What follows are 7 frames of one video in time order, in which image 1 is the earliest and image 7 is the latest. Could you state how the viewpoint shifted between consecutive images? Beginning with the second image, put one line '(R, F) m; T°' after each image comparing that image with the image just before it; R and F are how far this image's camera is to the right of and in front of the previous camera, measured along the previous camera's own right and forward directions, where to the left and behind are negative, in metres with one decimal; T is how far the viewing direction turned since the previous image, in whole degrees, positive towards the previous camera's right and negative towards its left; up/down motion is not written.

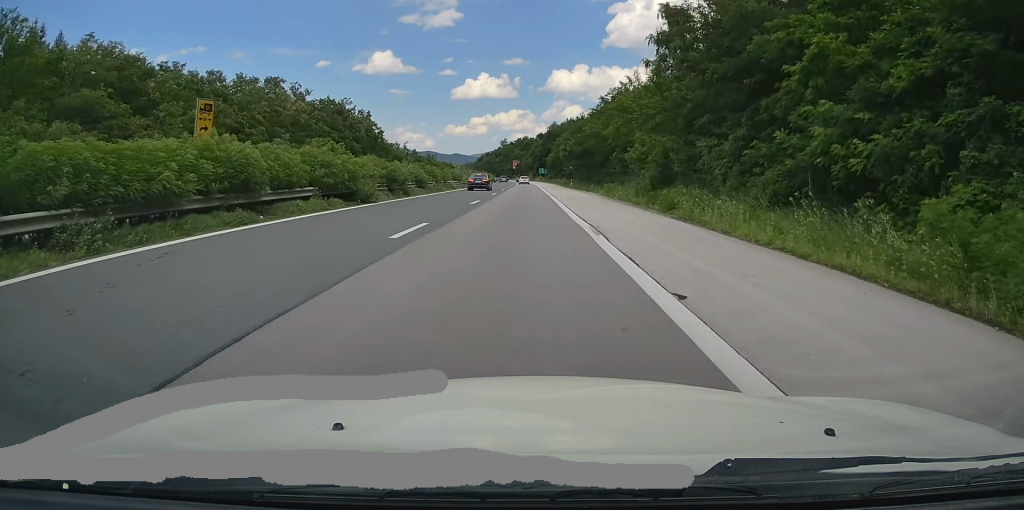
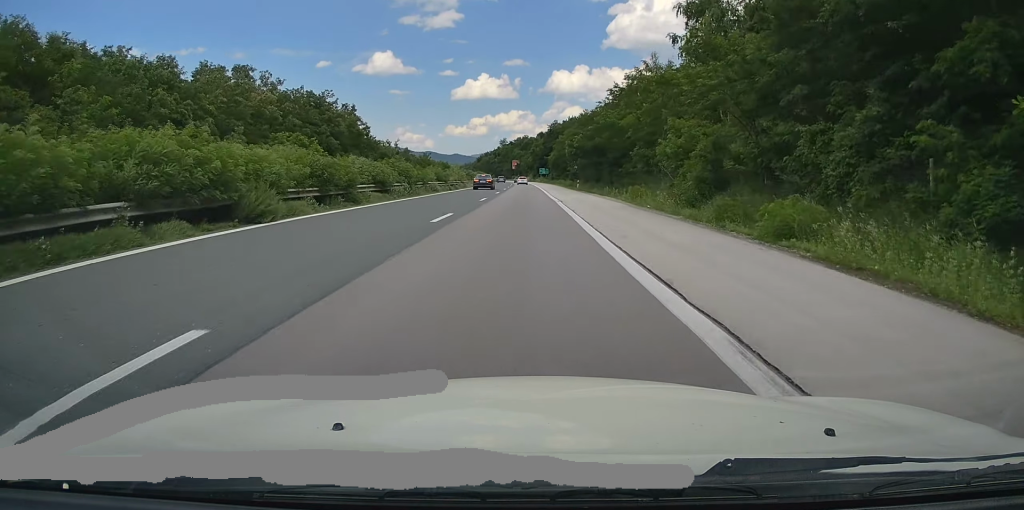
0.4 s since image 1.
(+0.2, +11.3) m; 0°
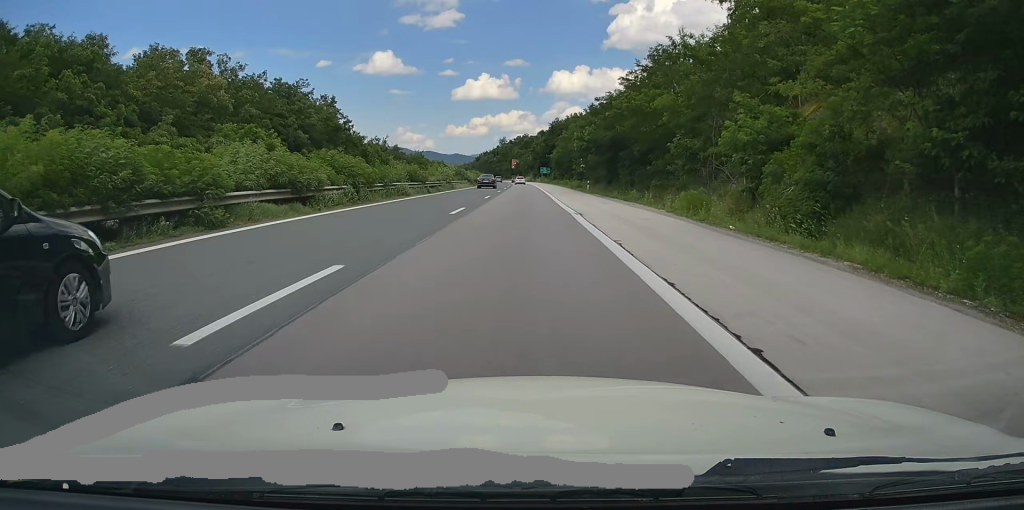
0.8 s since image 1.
(-0.1, +12.6) m; 0°
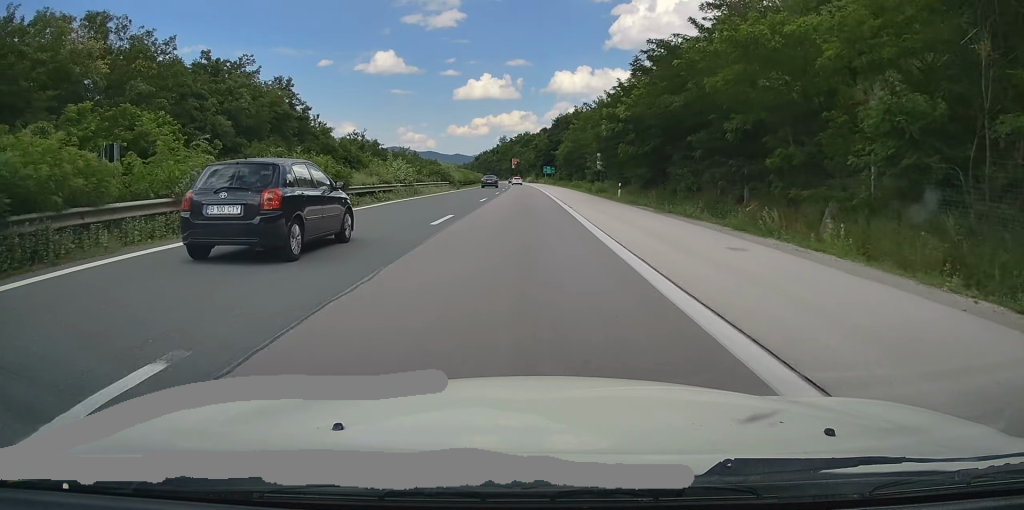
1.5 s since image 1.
(-0.1, +20.4) m; 0°
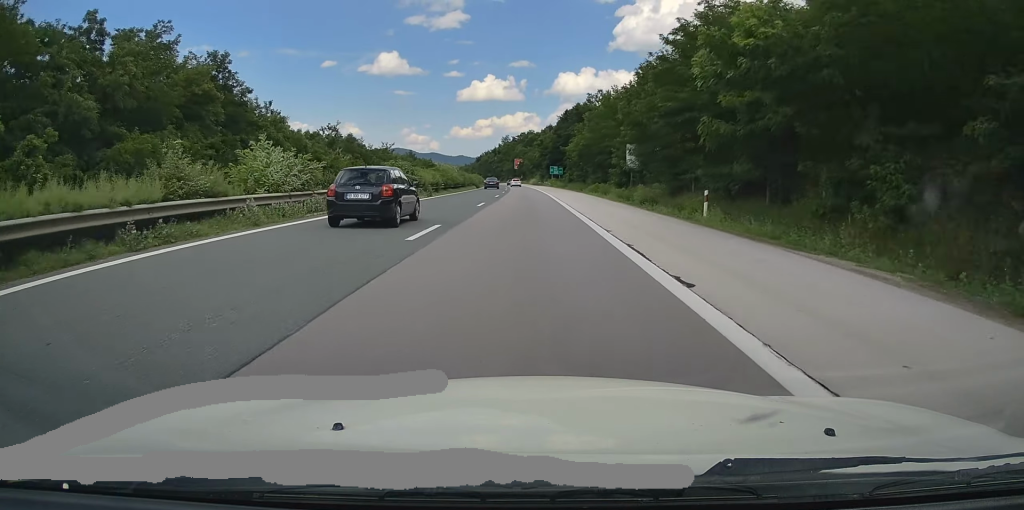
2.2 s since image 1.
(+0.4, +19.9) m; 0°
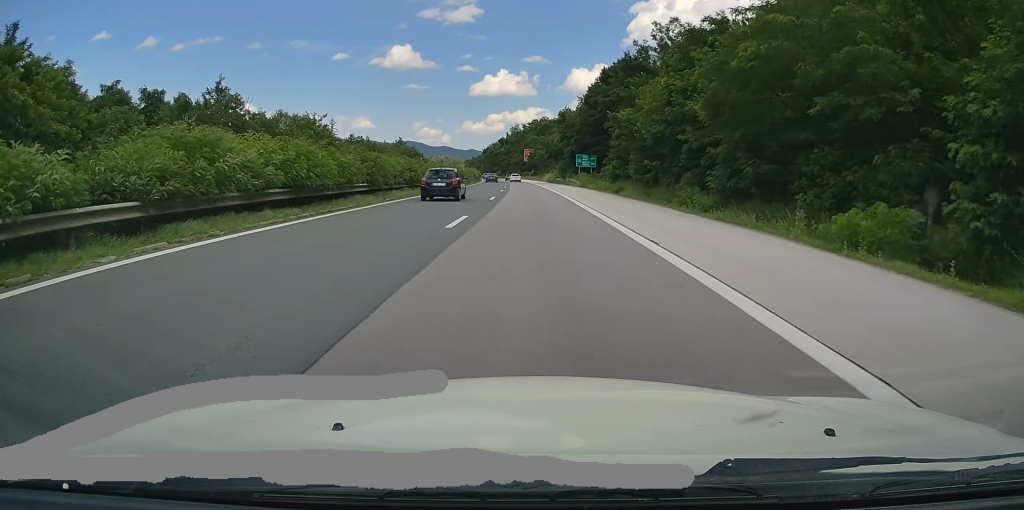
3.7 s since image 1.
(-1.0, +45.8) m; -2°
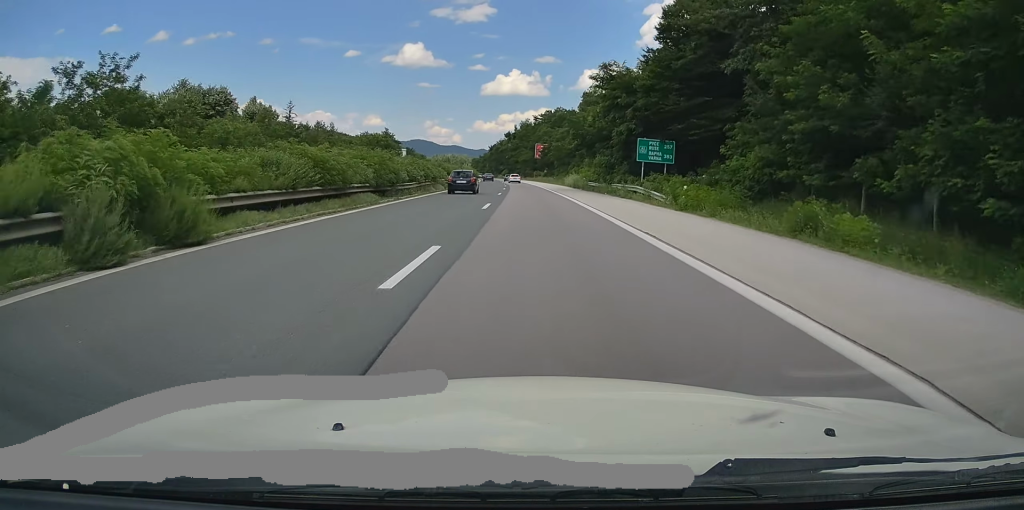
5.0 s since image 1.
(0.0, +40.1) m; 0°
